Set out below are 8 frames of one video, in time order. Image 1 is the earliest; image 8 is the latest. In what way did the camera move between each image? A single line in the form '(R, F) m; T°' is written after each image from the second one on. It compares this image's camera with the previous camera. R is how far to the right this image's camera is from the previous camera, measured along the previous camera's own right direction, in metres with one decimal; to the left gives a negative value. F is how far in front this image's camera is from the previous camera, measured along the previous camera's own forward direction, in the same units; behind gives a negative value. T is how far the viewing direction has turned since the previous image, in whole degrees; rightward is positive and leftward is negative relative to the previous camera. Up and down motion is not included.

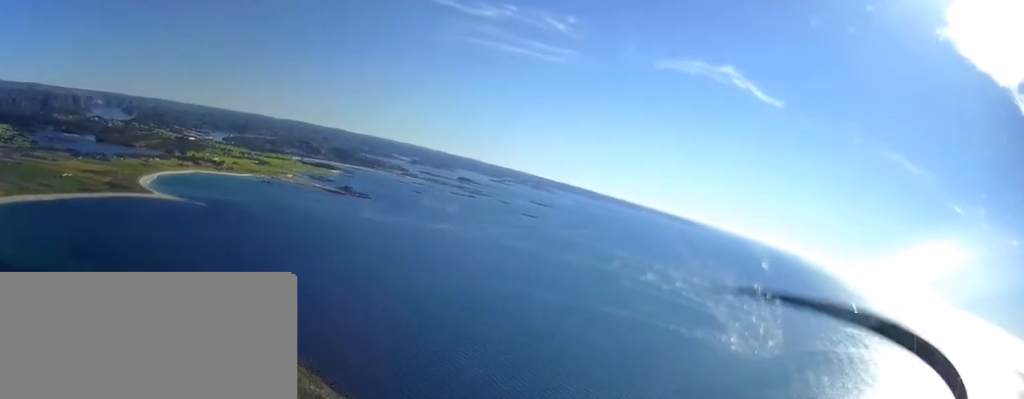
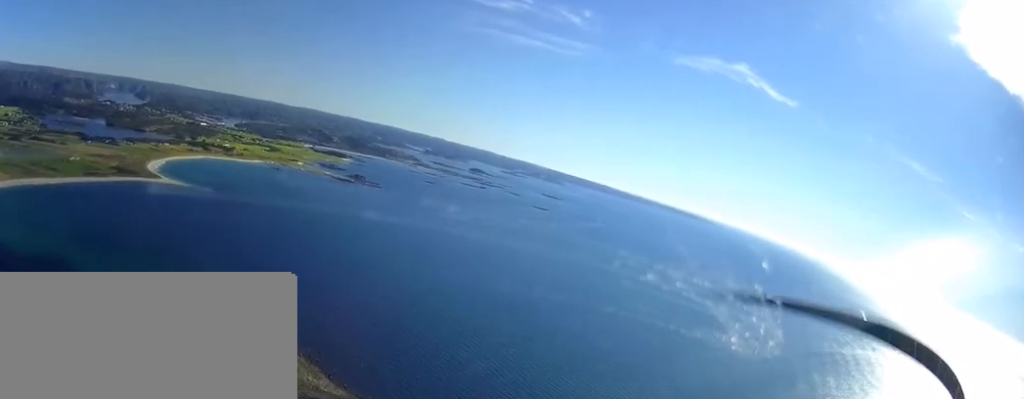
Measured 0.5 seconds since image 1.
(-0.3, +22.7) m; -1°
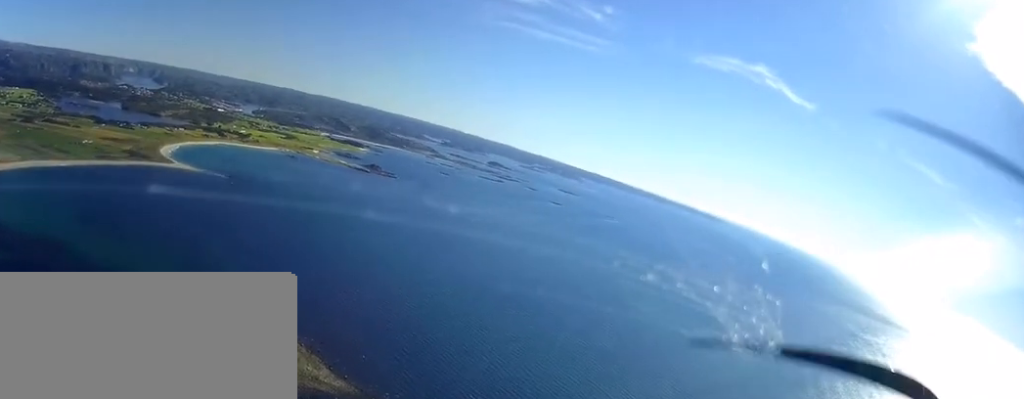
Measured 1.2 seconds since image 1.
(-0.2, +27.1) m; -1°
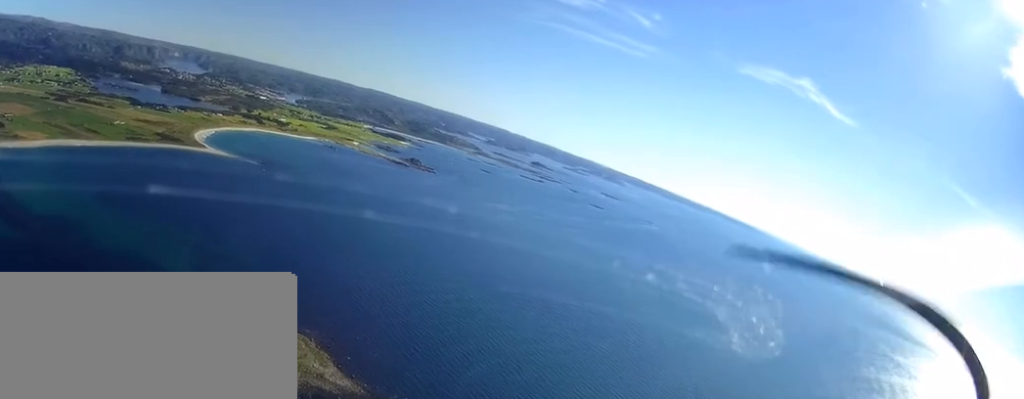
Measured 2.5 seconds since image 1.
(-1.9, +58.9) m; -4°
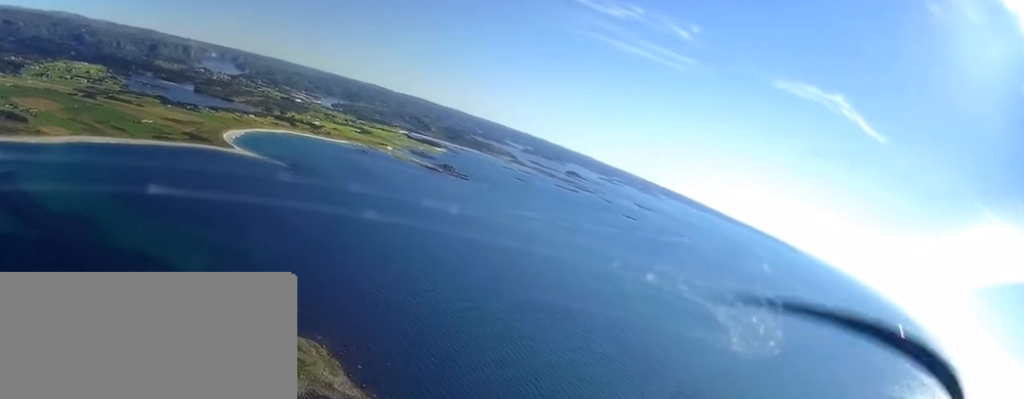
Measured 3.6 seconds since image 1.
(-1.2, +46.2) m; -3°
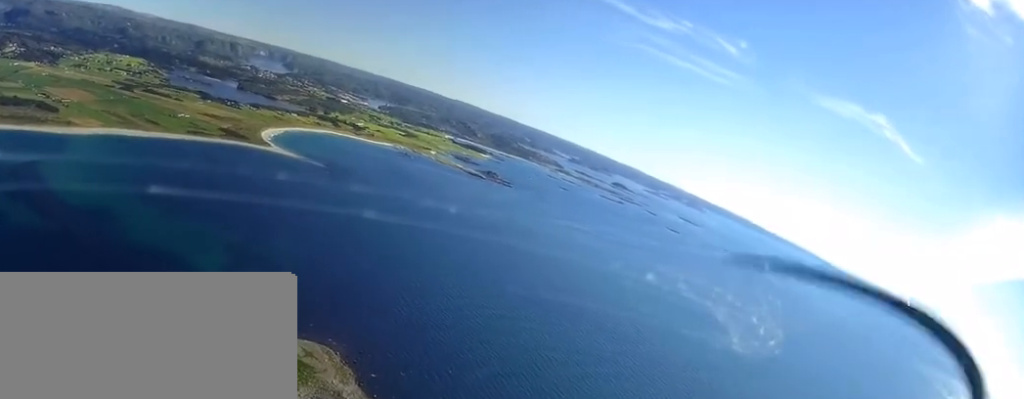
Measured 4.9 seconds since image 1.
(-2.2, +58.0) m; -5°
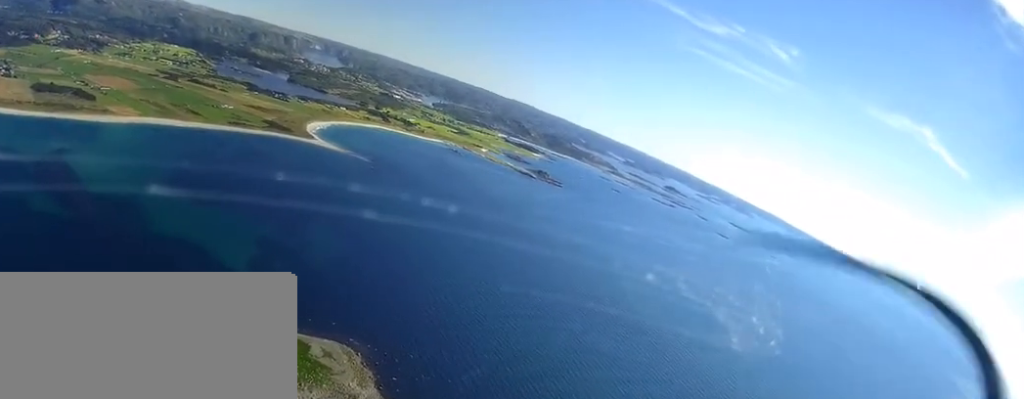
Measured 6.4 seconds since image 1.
(-2.6, +62.9) m; -5°
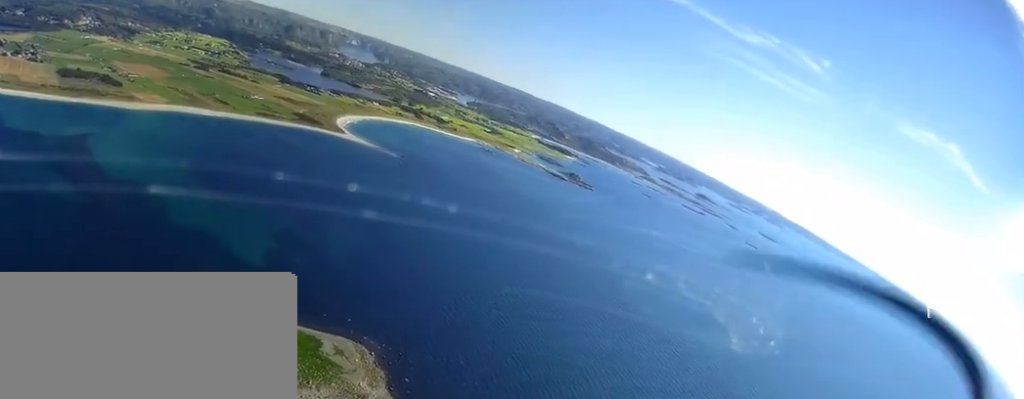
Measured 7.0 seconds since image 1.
(-0.4, +29.5) m; -3°
